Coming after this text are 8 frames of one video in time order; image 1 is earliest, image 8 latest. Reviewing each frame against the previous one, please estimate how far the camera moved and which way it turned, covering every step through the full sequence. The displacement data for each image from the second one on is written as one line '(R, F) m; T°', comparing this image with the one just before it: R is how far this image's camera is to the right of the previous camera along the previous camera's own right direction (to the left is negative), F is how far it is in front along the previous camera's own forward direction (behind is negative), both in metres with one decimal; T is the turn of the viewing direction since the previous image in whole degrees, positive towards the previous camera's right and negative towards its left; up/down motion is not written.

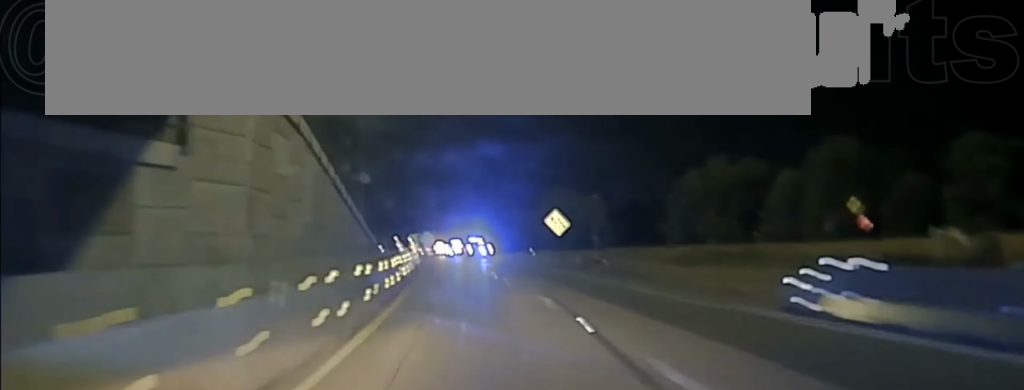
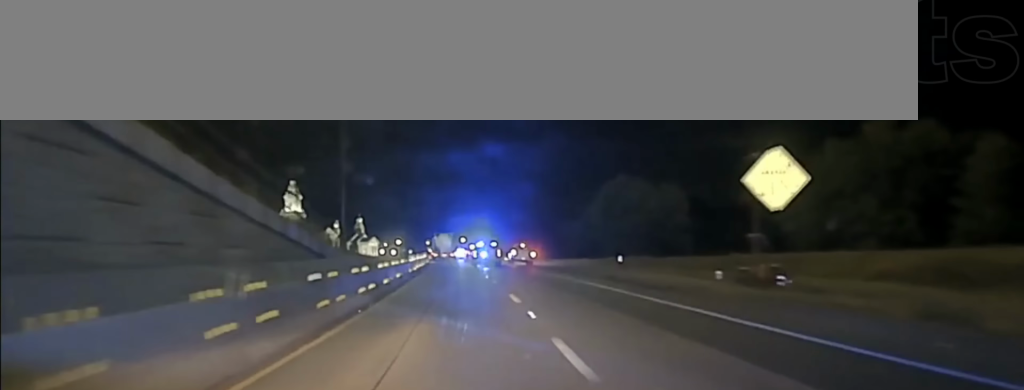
(-1.2, +46.7) m; -3°
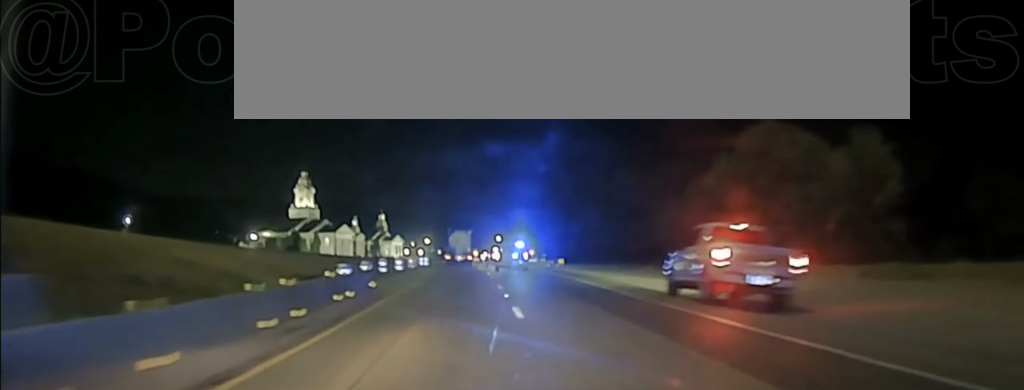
(-1.1, +69.1) m; -2°
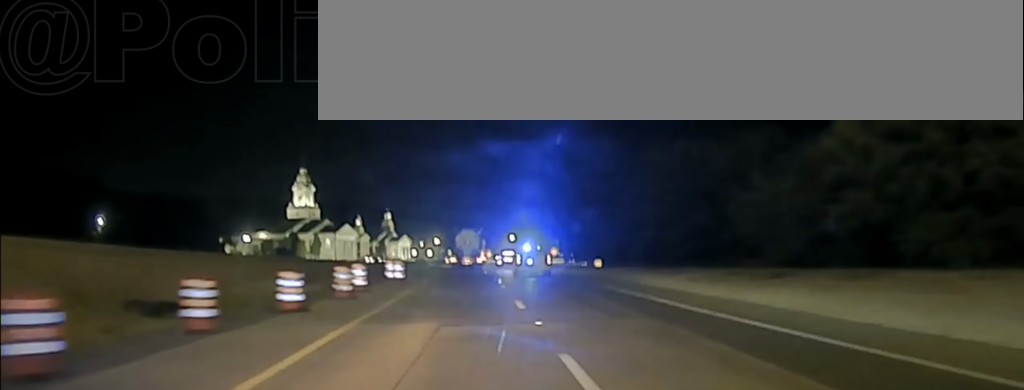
(-0.4, +35.1) m; 0°
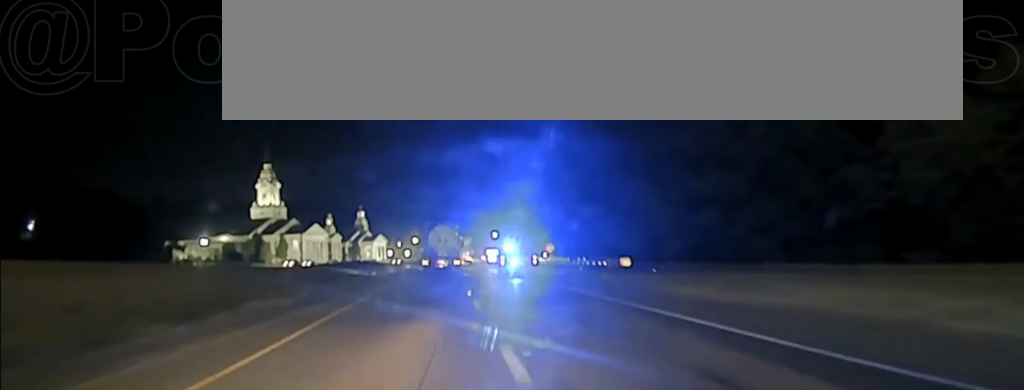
(+0.6, +36.0) m; +1°
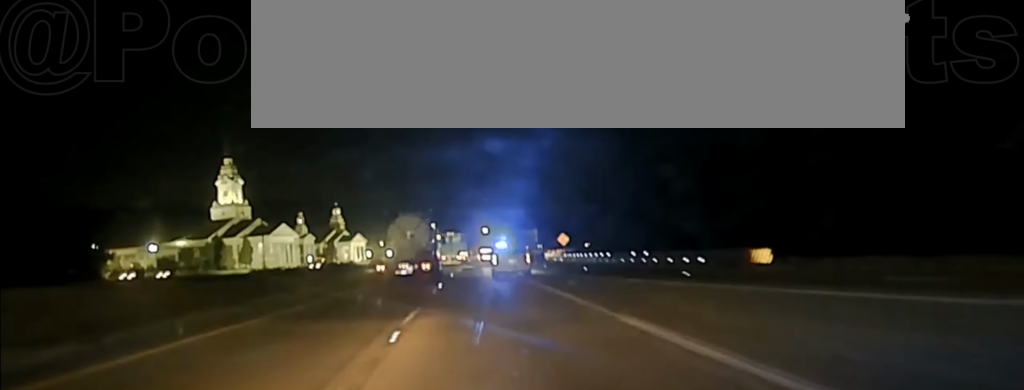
(+0.2, +45.5) m; 0°
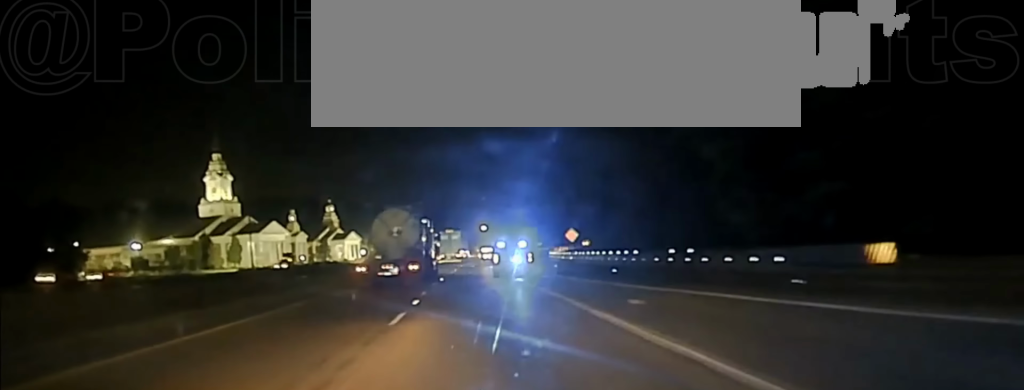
(0.0, +13.9) m; 0°
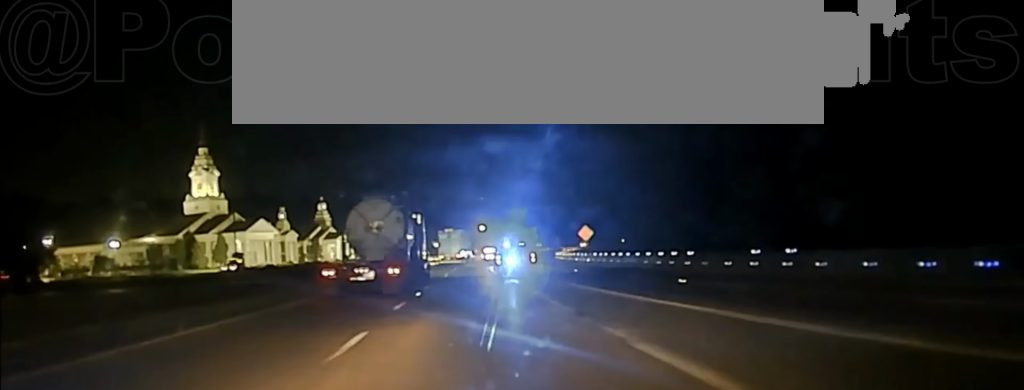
(+0.1, +16.7) m; 0°
